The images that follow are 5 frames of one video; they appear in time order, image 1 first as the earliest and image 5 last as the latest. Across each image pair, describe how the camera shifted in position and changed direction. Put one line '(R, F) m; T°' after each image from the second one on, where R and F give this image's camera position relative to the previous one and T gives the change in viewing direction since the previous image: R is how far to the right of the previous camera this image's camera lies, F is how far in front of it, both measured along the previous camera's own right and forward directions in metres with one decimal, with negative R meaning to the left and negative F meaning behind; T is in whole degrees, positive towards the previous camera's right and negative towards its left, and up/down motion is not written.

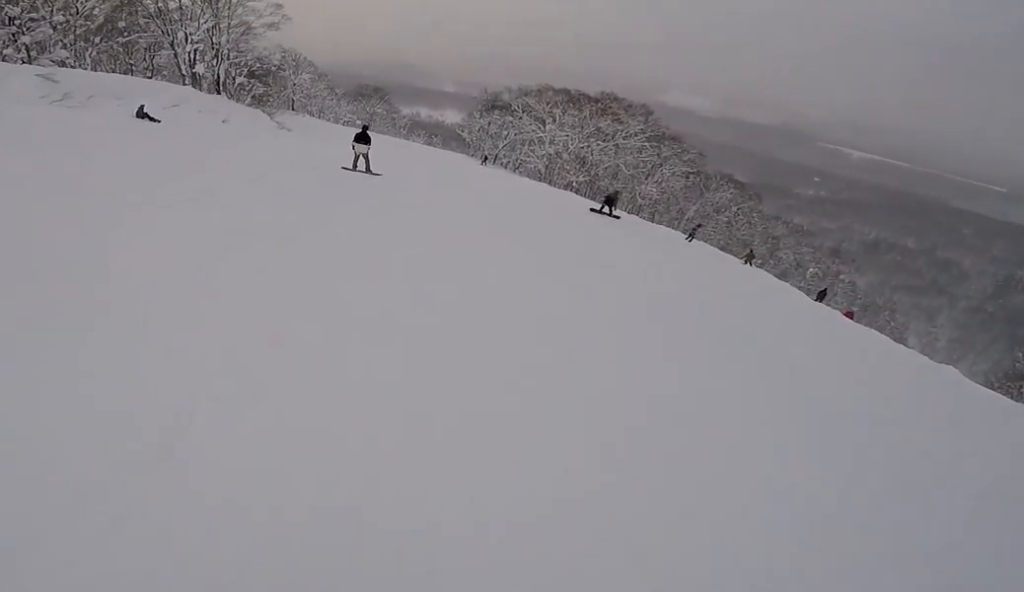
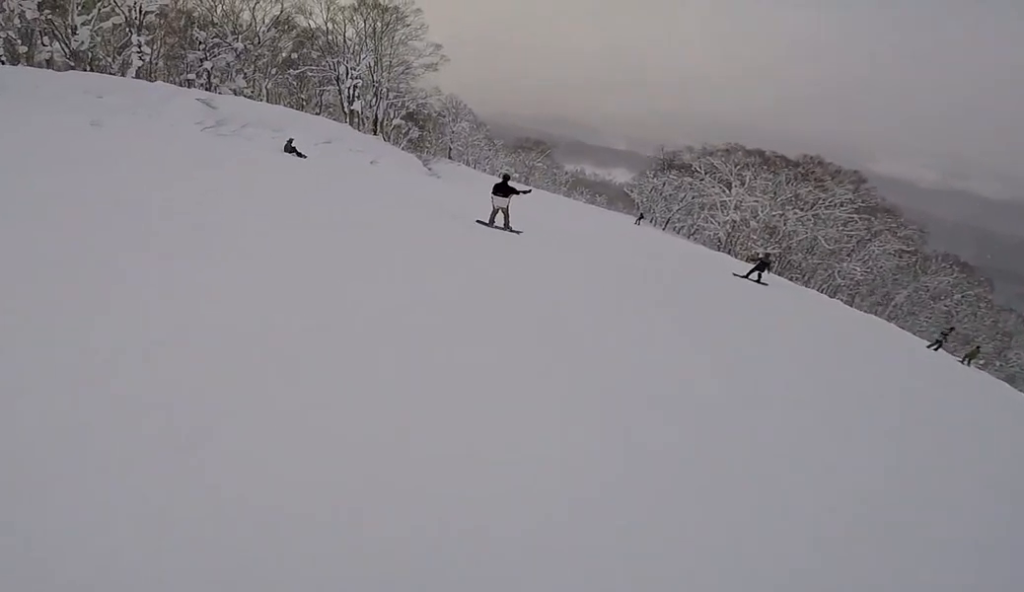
(-0.2, +2.2) m; -6°
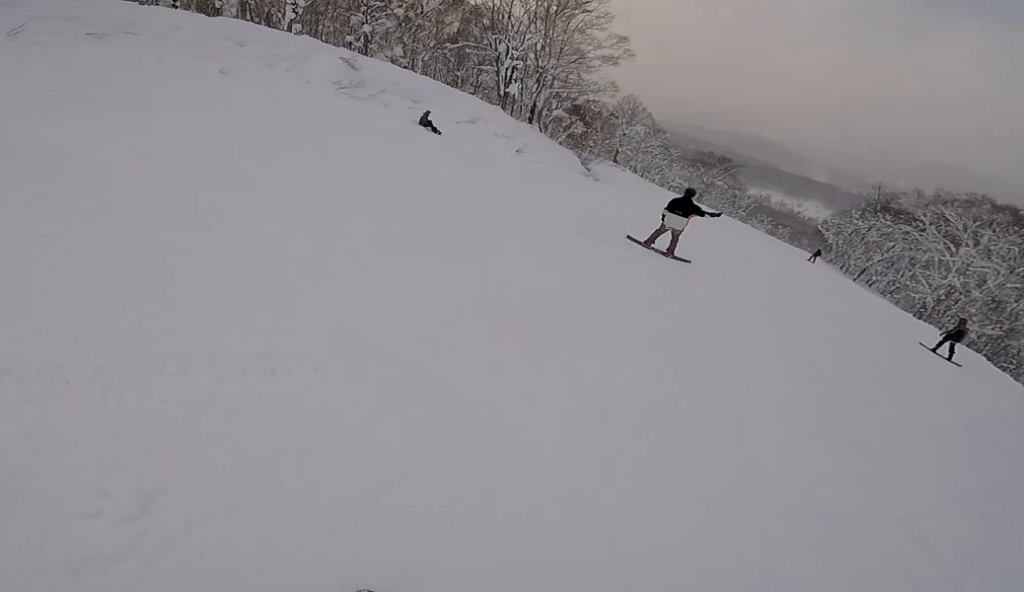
(-0.1, +2.3) m; -9°
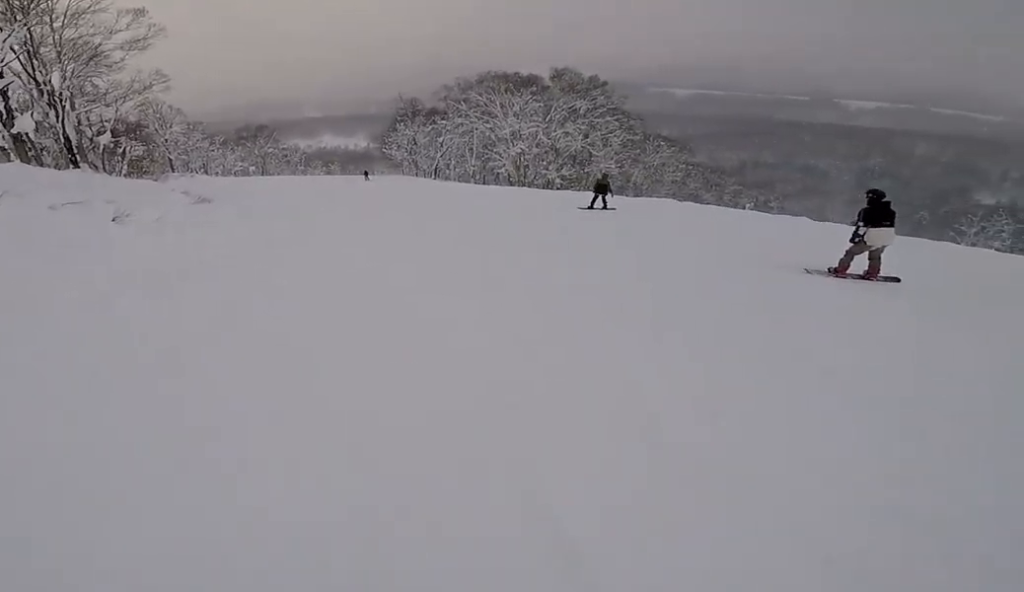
(-1.0, +17.2) m; +18°
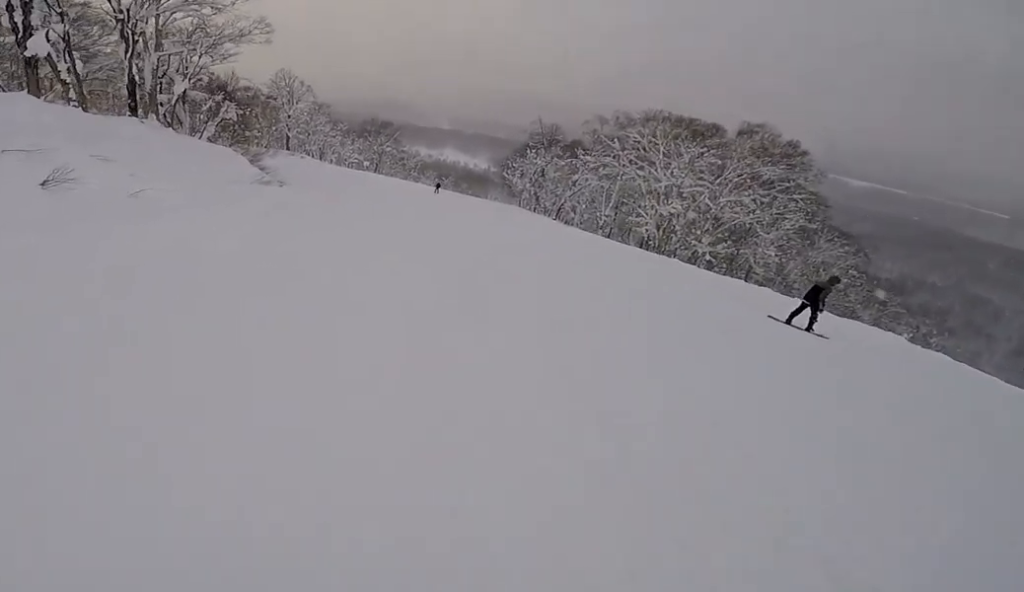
(+0.9, +7.5) m; +5°
